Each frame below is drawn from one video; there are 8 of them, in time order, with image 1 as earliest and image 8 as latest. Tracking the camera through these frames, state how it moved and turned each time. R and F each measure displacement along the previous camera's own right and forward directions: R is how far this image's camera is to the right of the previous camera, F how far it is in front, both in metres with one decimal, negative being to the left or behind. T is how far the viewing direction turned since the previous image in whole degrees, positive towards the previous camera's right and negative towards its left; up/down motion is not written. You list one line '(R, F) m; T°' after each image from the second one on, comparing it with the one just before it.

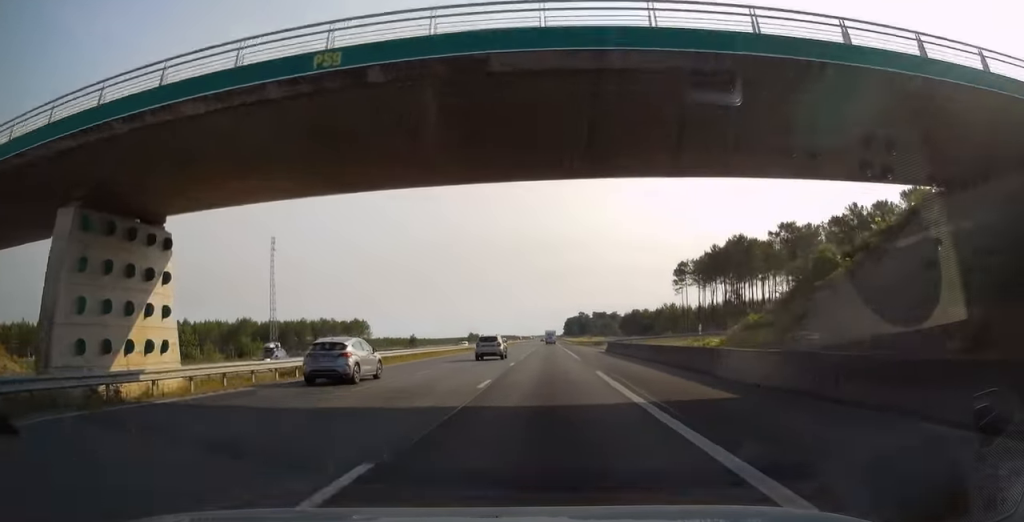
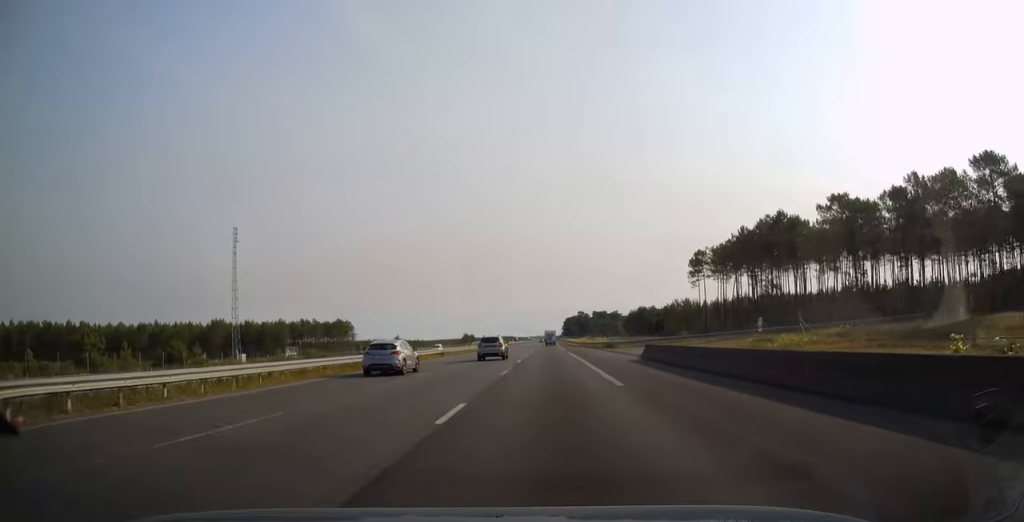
(+0.1, +19.6) m; 0°
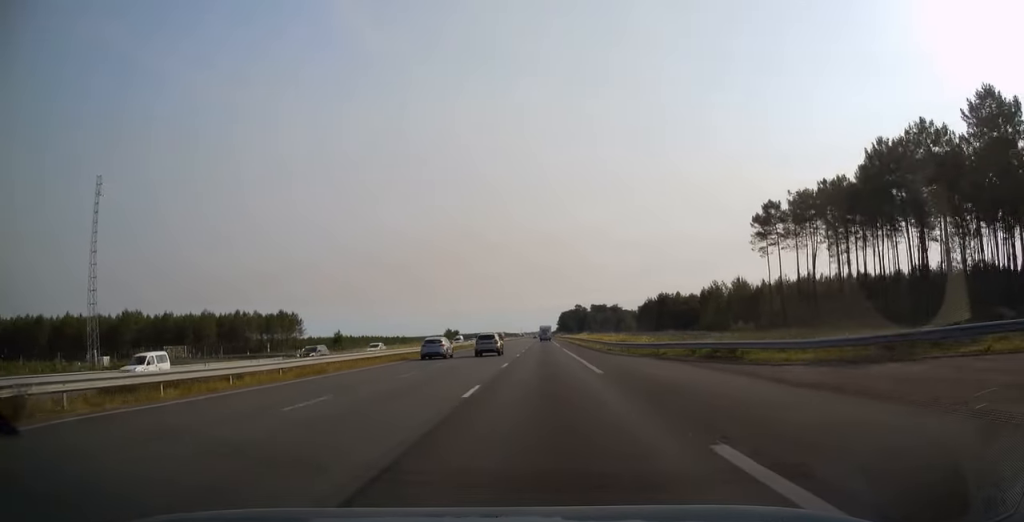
(0.0, +48.3) m; 0°
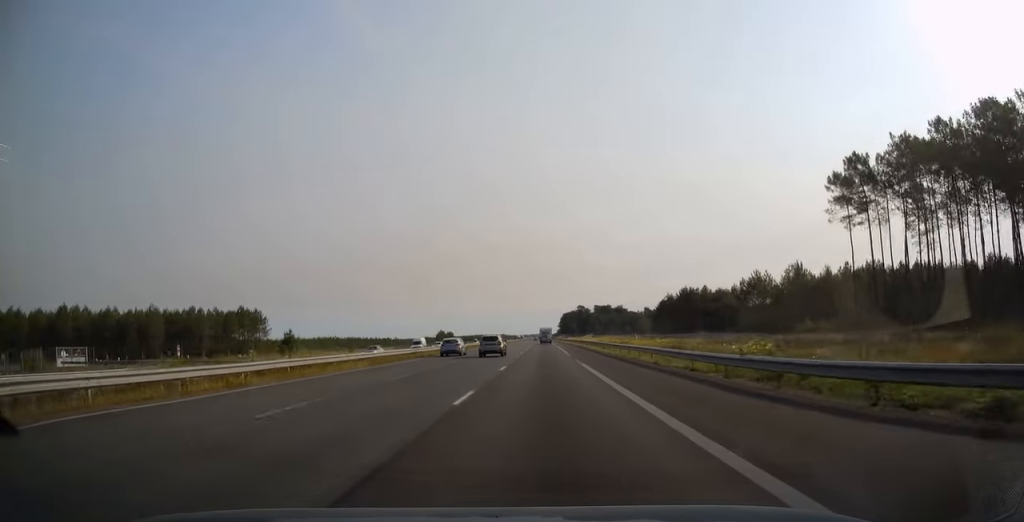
(0.0, +27.2) m; 0°
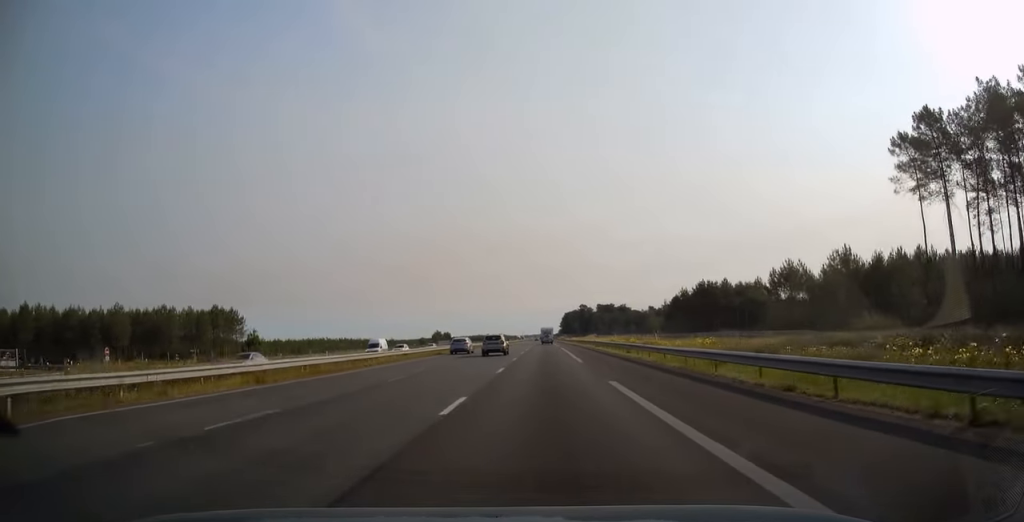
(0.0, +14.8) m; 0°
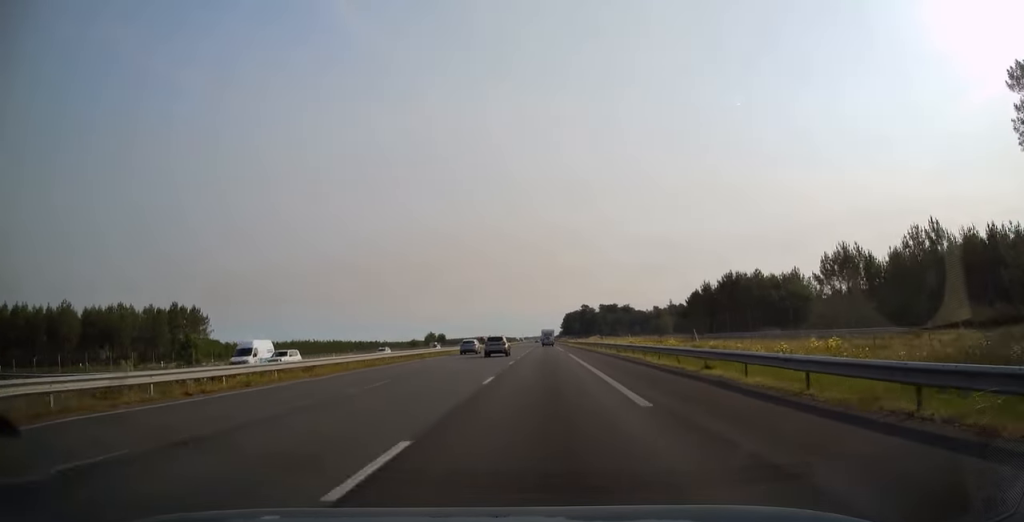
(0.0, +18.8) m; 0°
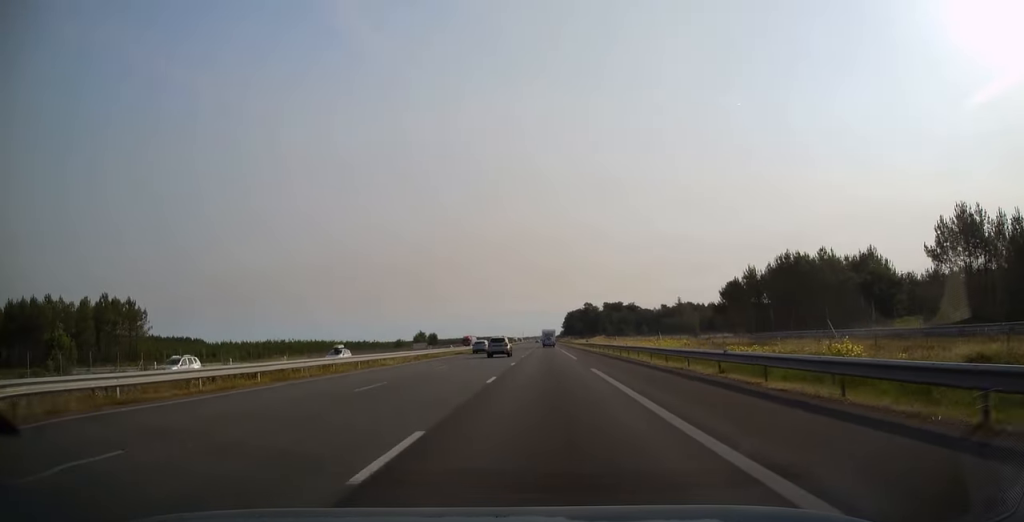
(+0.1, +25.7) m; 0°
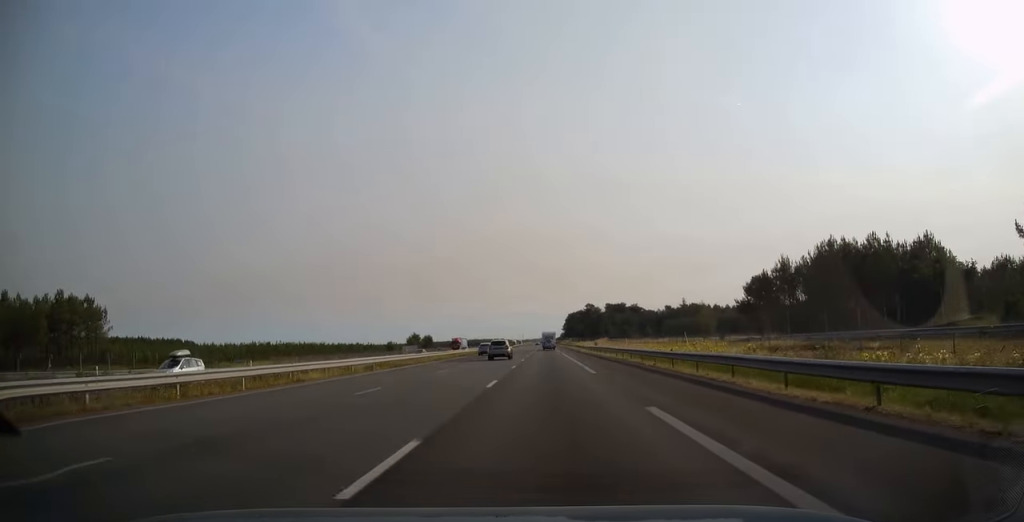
(0.0, +13.3) m; 0°
